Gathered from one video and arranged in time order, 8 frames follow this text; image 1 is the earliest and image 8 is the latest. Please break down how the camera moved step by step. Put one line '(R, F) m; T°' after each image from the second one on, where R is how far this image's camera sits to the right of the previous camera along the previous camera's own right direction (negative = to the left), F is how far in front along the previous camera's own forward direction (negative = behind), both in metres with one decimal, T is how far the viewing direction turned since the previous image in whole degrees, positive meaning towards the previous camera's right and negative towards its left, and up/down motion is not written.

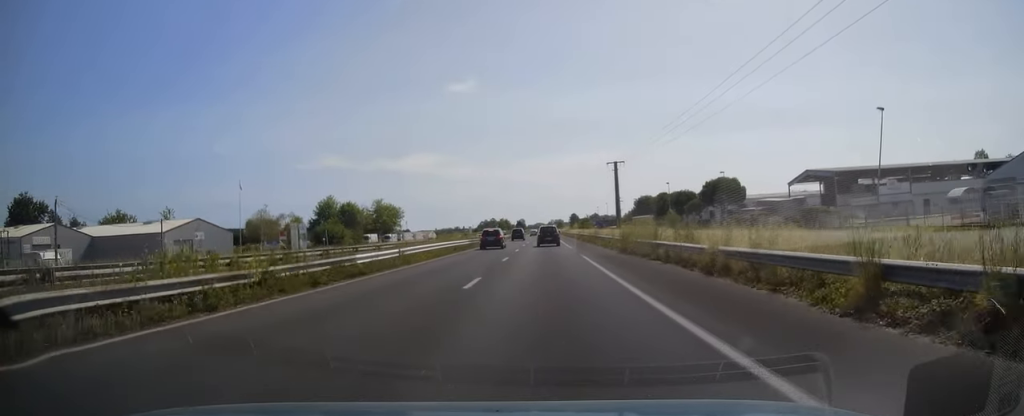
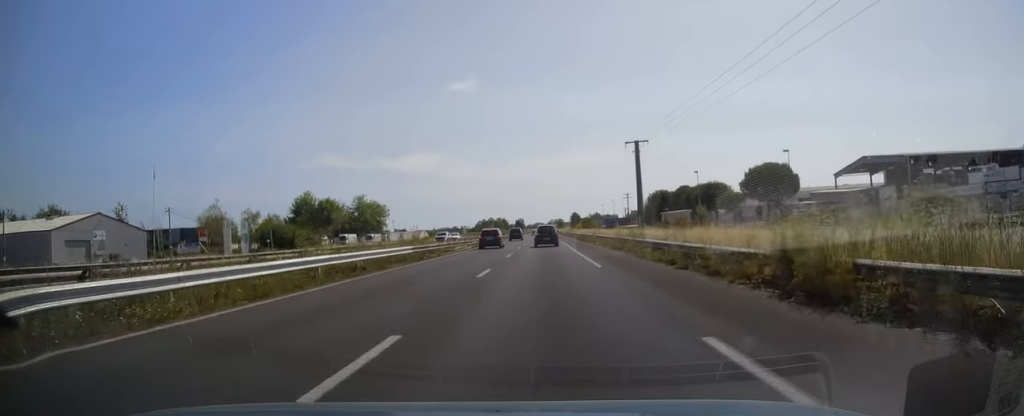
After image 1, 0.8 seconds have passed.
(+0.2, +22.8) m; 0°
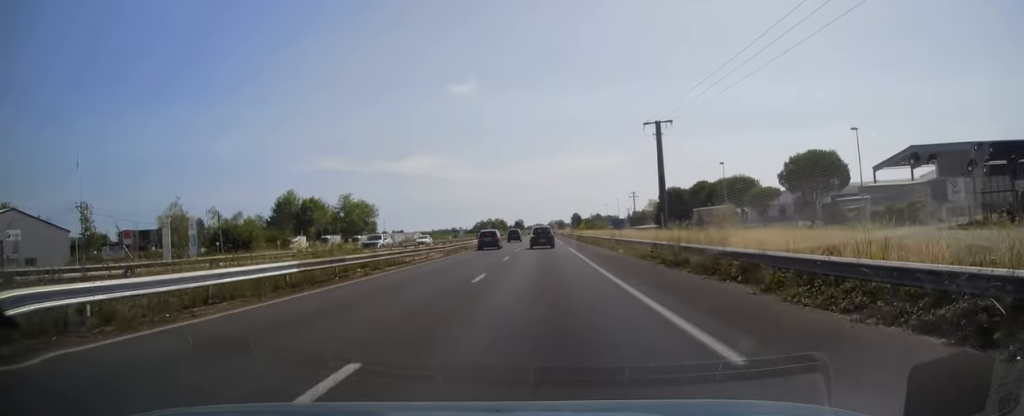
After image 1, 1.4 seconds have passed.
(+0.1, +14.5) m; 0°
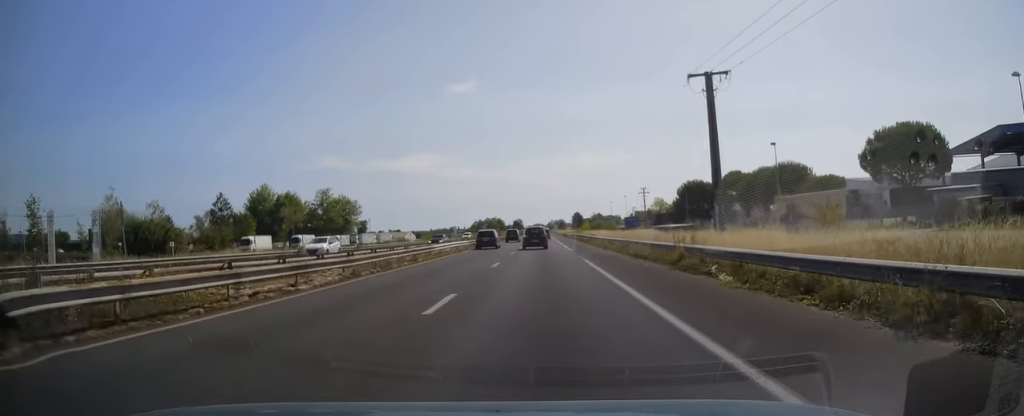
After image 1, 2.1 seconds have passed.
(0.0, +19.3) m; -1°
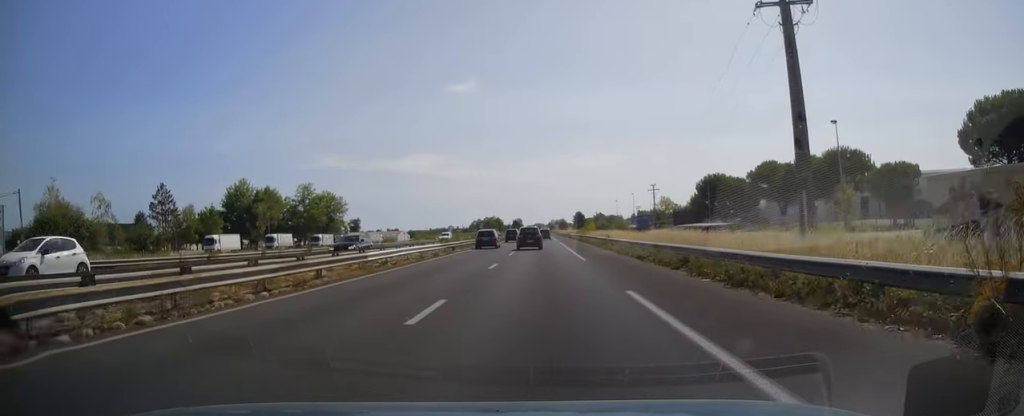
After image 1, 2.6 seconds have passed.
(-0.1, +14.2) m; 0°
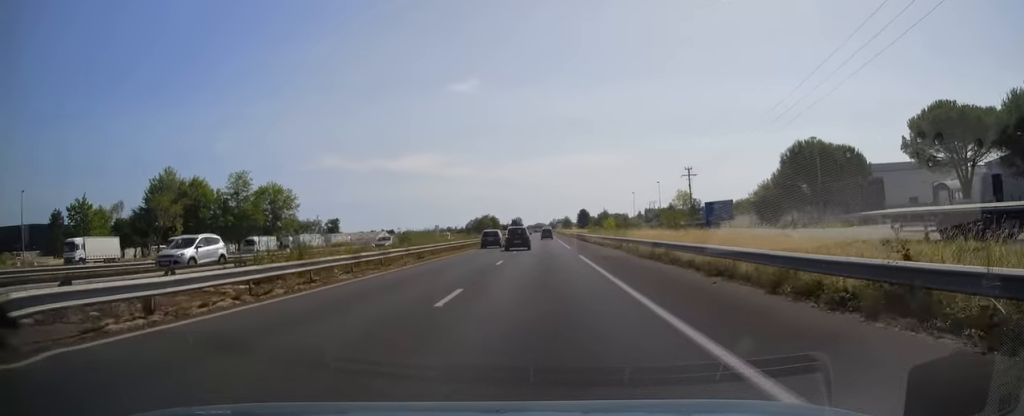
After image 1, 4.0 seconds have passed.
(0.0, +37.0) m; +1°
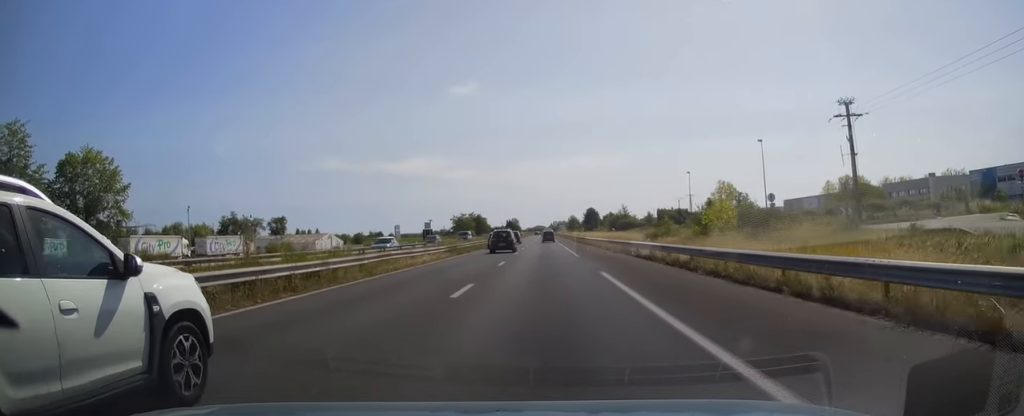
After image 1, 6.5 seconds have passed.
(+0.1, +63.5) m; 0°
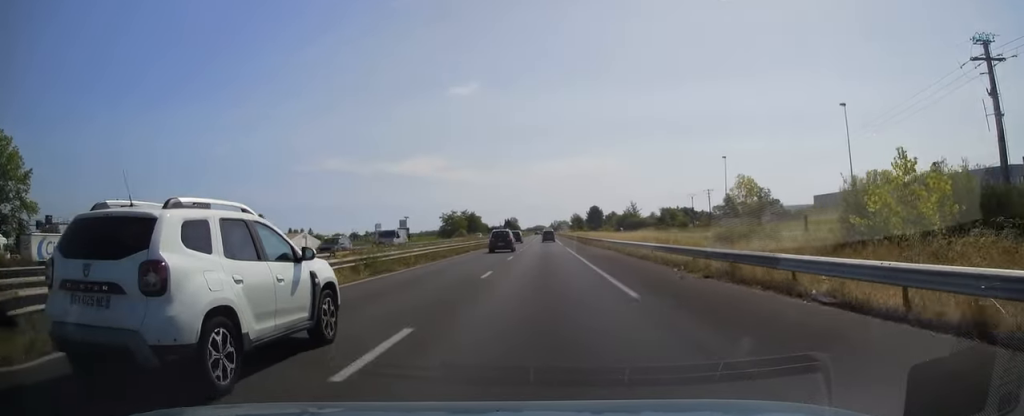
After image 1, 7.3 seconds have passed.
(0.0, +20.4) m; 0°
